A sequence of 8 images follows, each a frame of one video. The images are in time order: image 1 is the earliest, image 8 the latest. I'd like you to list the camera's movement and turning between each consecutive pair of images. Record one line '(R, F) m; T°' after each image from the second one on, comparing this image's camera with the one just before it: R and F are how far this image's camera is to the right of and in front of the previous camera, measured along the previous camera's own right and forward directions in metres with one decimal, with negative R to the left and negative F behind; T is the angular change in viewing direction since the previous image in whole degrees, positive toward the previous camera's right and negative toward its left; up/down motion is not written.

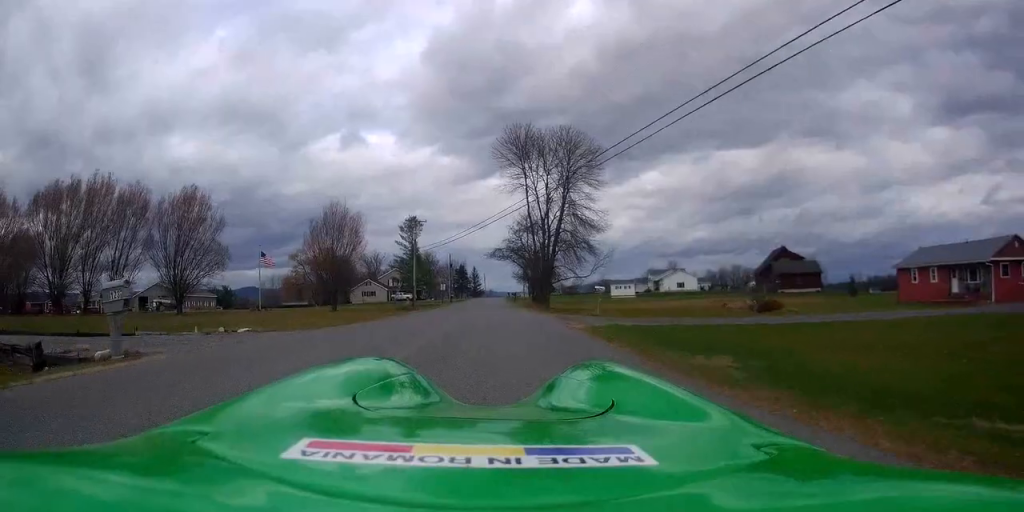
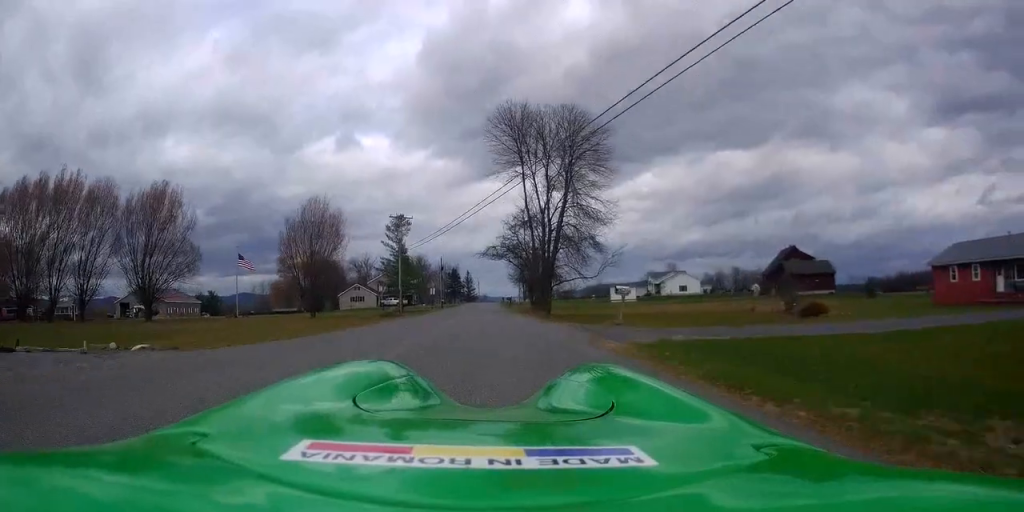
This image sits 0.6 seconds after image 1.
(-0.1, +6.1) m; -1°
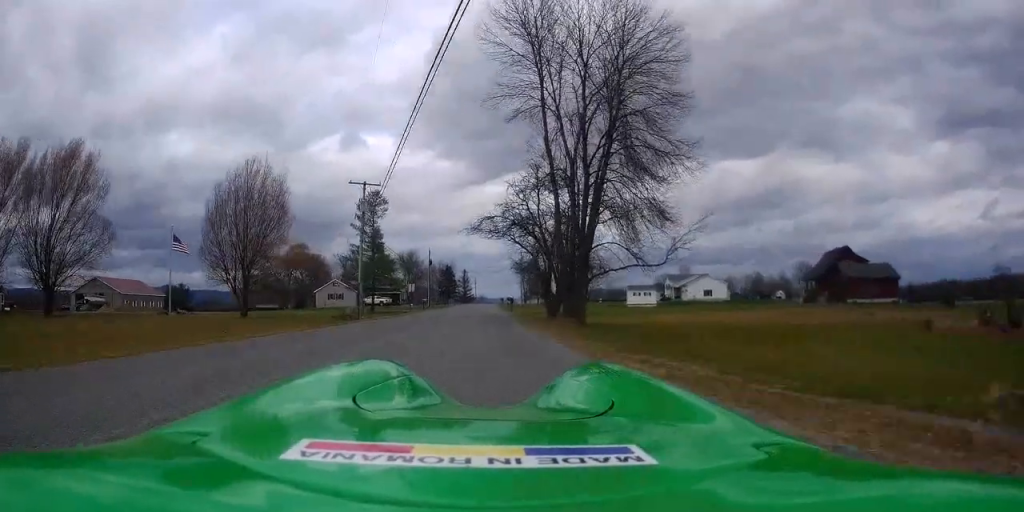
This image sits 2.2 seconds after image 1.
(-0.2, +16.9) m; +1°
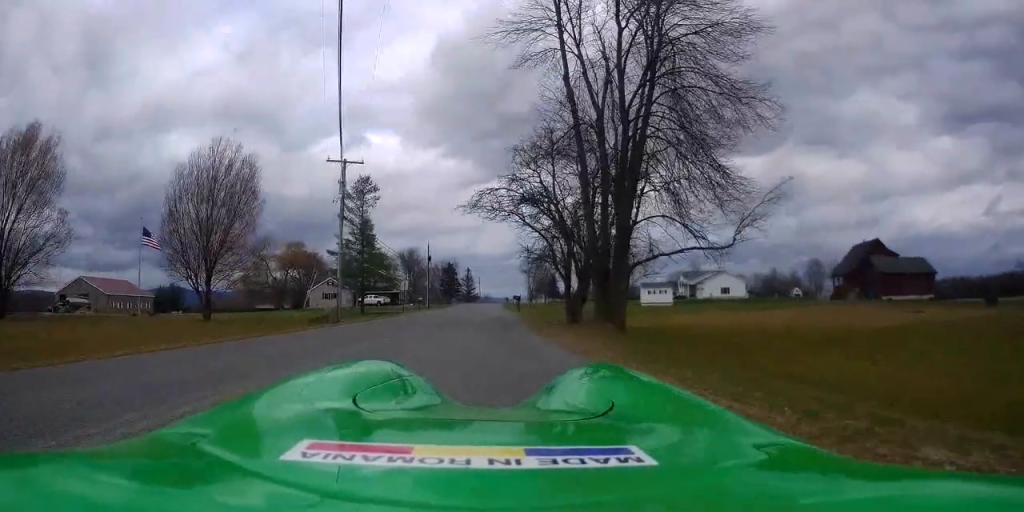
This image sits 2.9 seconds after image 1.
(+0.2, +7.0) m; 0°
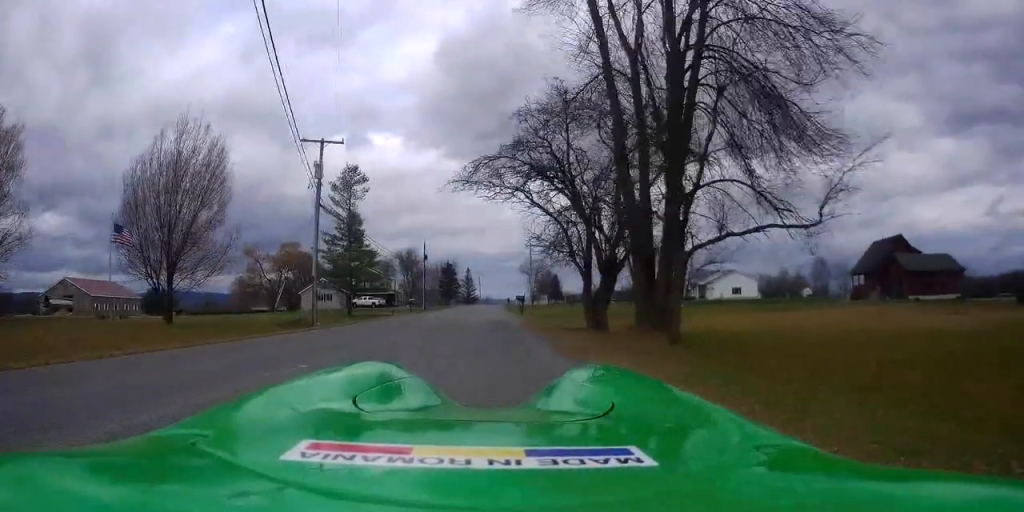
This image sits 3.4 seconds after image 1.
(0.0, +5.2) m; -1°
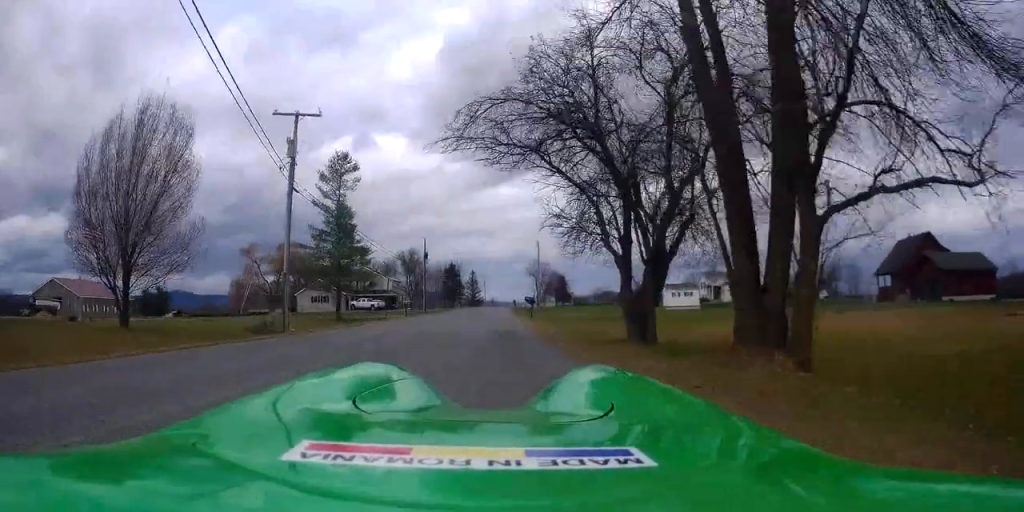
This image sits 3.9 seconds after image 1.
(-0.1, +5.2) m; -1°
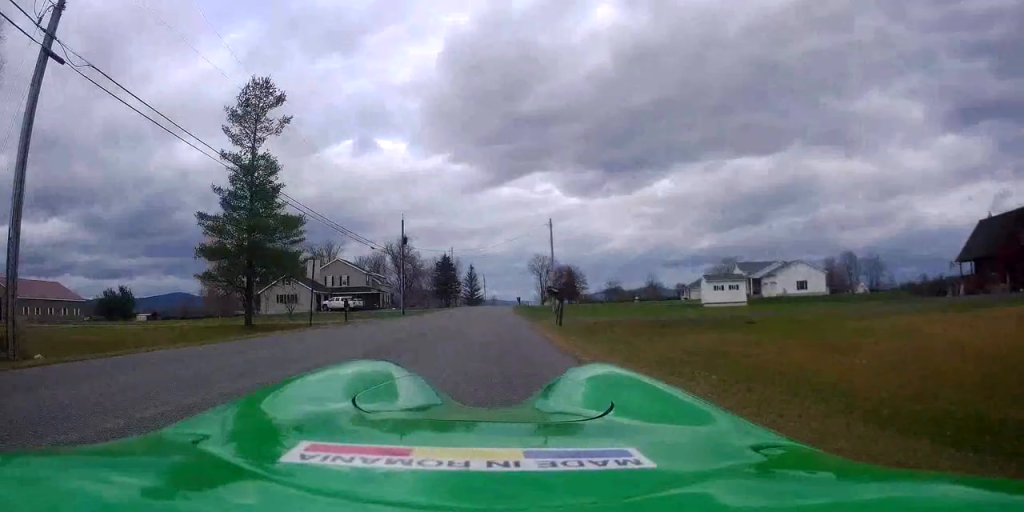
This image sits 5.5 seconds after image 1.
(-0.1, +17.1) m; +1°
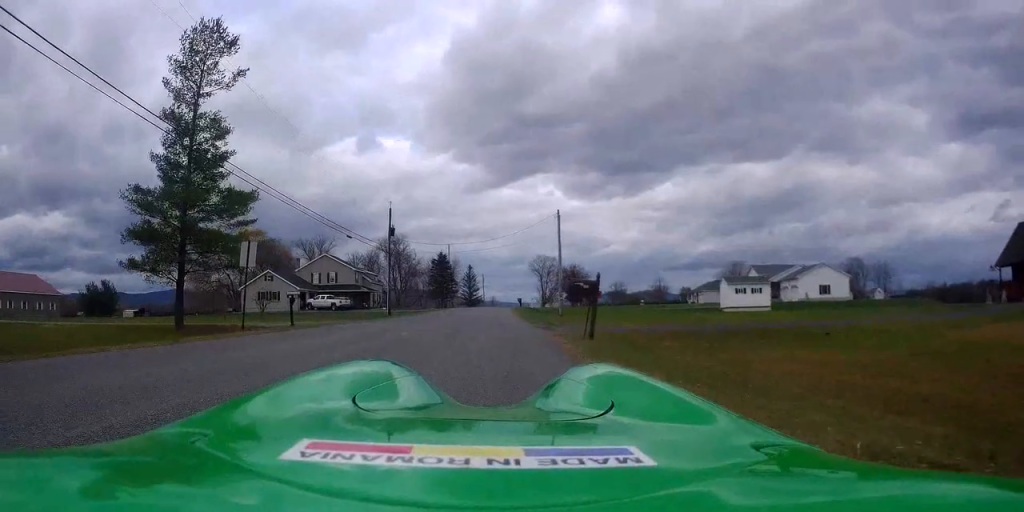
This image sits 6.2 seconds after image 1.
(0.0, +6.7) m; +1°
